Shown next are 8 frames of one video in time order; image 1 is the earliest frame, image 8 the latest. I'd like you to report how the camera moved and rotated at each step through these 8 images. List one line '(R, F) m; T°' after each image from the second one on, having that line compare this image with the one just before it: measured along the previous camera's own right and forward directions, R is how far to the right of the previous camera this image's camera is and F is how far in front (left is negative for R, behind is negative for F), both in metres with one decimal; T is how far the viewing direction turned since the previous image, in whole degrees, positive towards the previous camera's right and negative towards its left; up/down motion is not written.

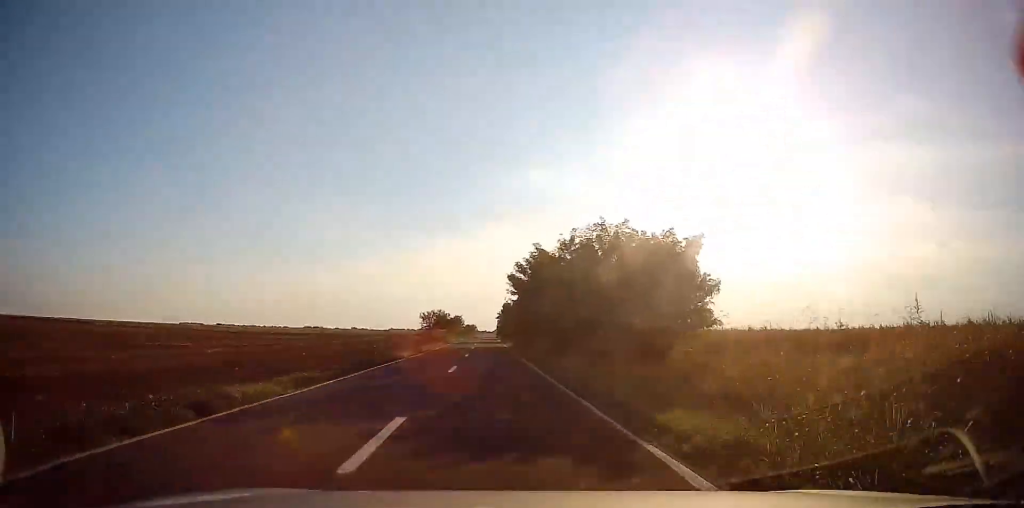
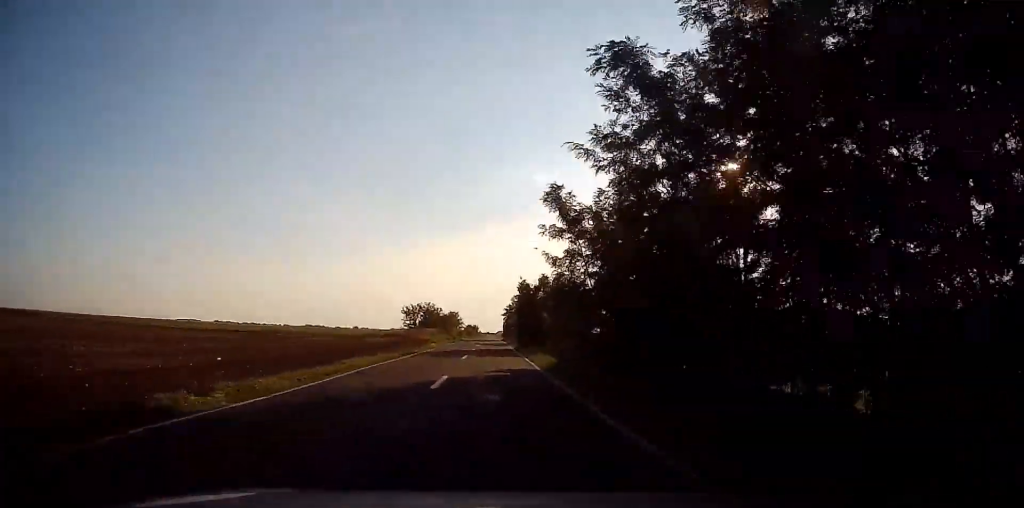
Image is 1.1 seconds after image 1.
(0.0, +29.3) m; 0°
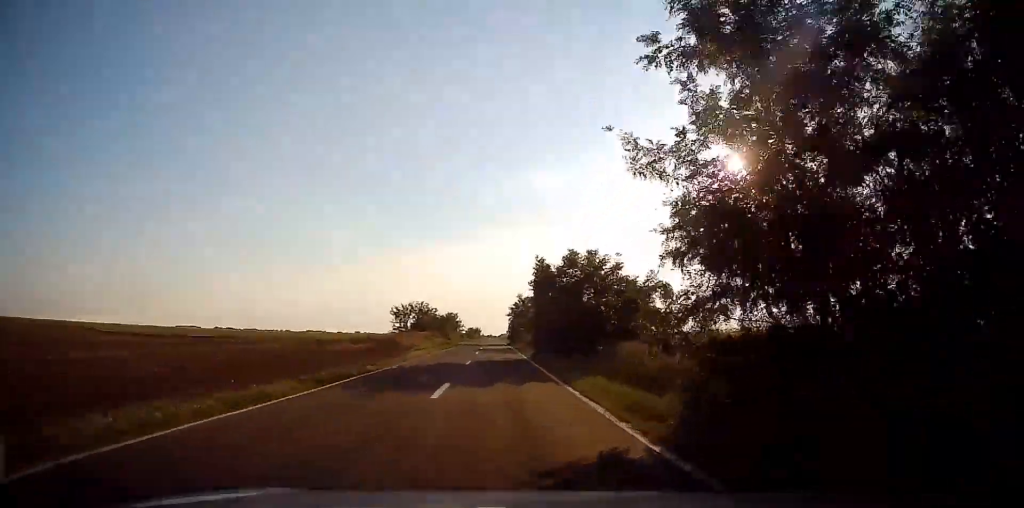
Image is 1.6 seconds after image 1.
(0.0, +13.0) m; 0°
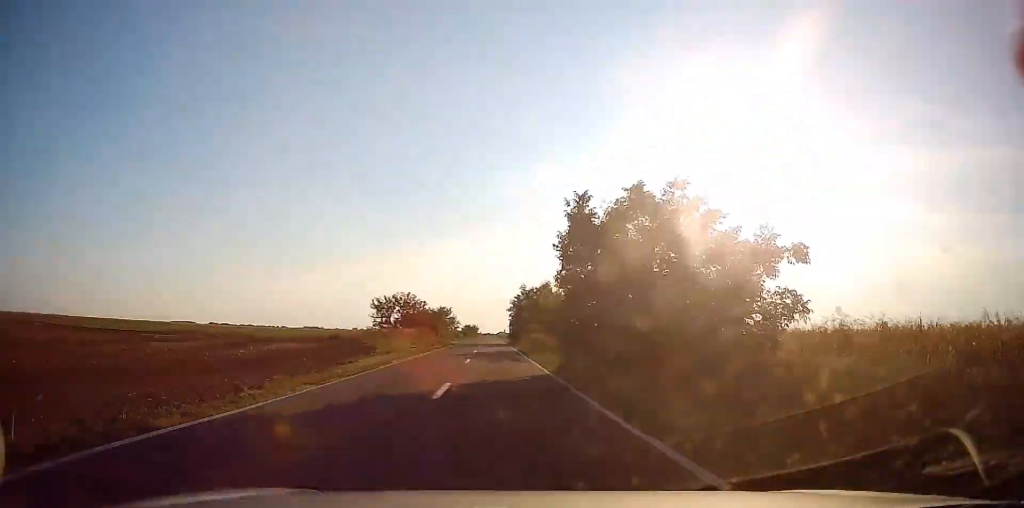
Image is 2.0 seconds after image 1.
(0.0, +12.1) m; 0°
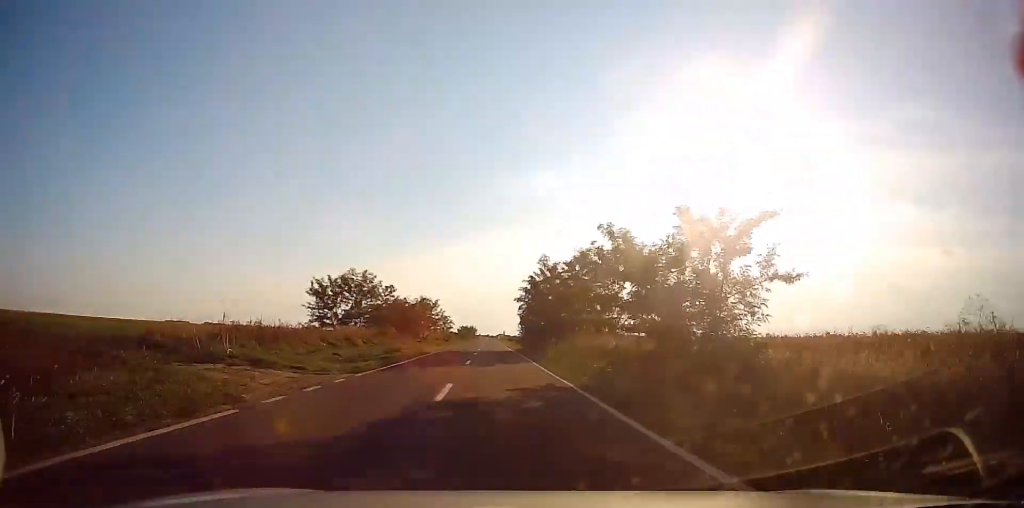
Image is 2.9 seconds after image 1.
(0.0, +24.2) m; 0°
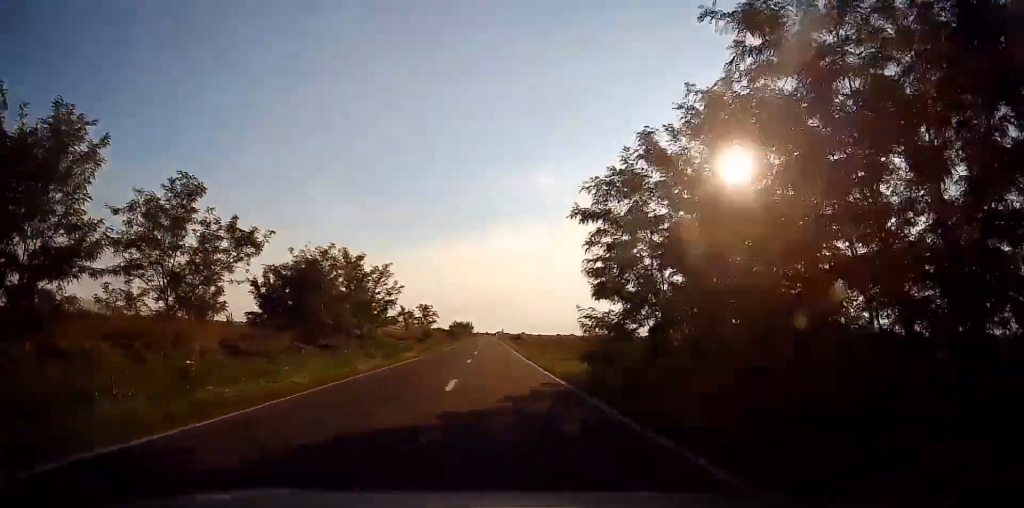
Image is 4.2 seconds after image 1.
(0.0, +34.2) m; 0°
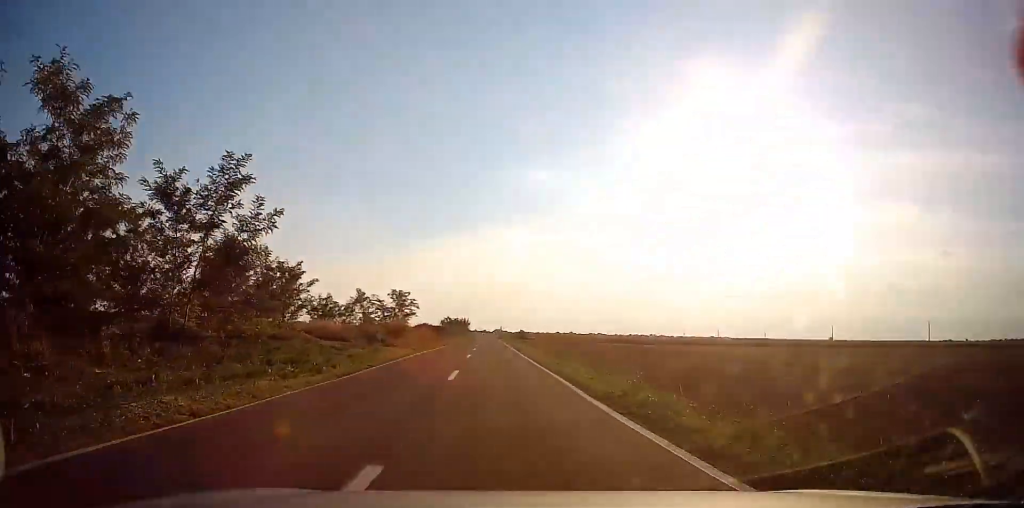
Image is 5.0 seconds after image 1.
(+0.1, +22.1) m; 0°
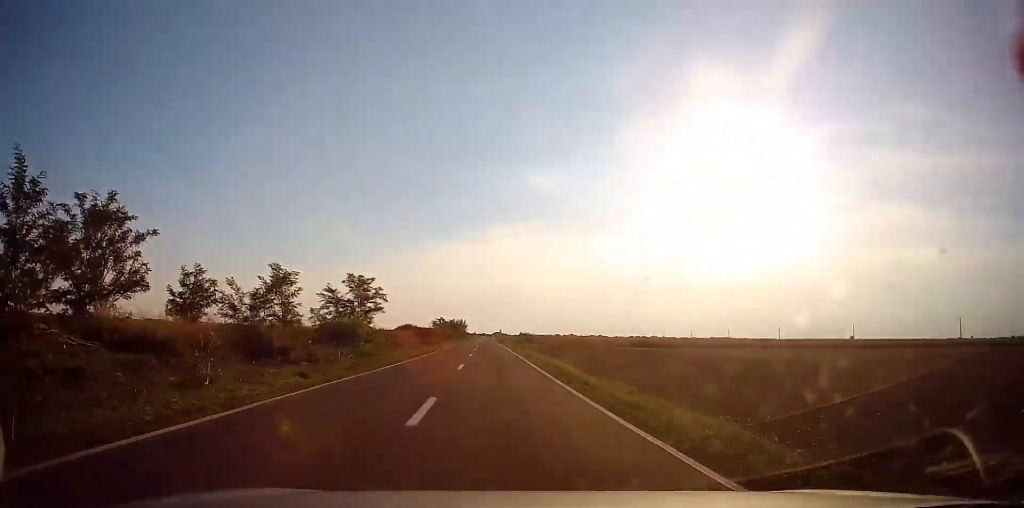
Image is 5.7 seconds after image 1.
(+0.1, +18.6) m; 0°
